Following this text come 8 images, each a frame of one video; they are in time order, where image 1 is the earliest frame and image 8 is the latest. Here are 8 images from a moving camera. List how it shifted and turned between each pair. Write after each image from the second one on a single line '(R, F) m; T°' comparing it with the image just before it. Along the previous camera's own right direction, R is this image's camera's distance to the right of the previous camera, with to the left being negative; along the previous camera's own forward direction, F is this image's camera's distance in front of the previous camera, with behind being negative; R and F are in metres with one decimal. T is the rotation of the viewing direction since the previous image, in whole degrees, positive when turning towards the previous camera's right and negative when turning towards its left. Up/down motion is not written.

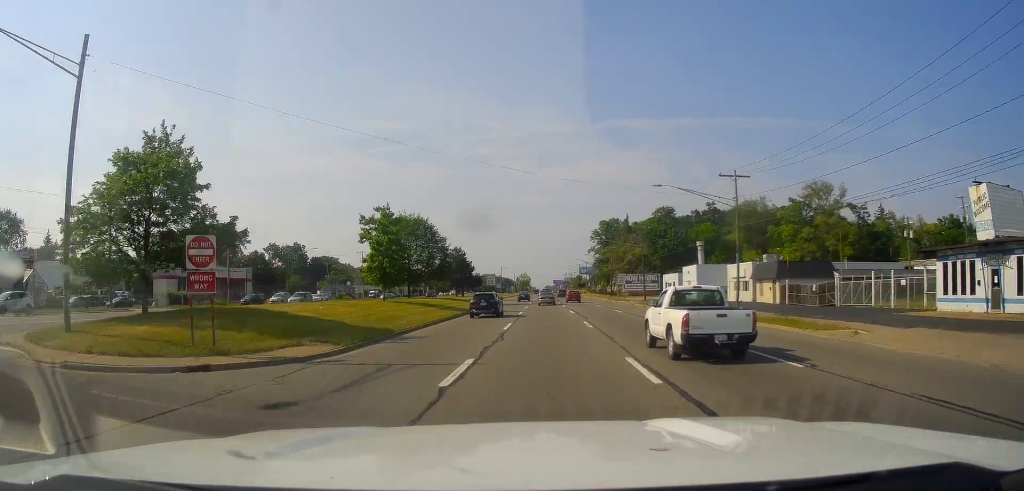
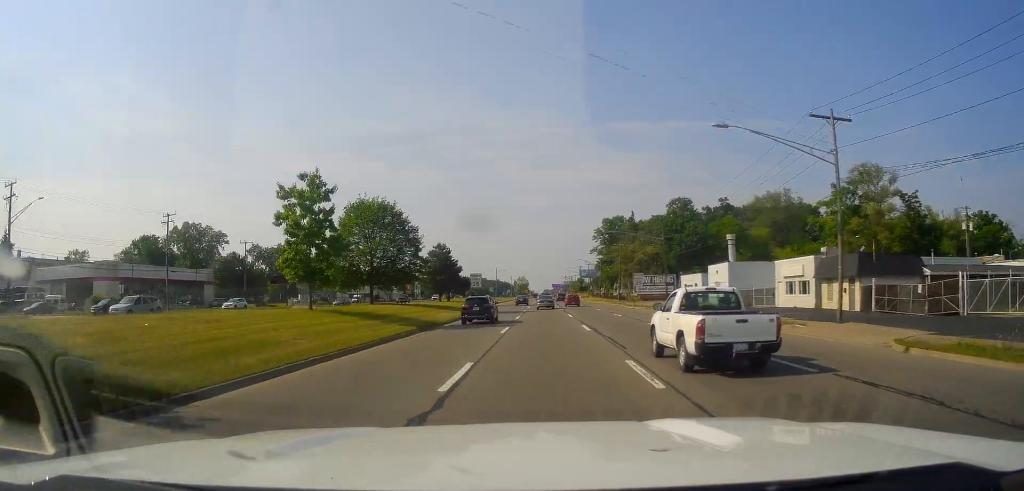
(+0.4, +15.6) m; +1°
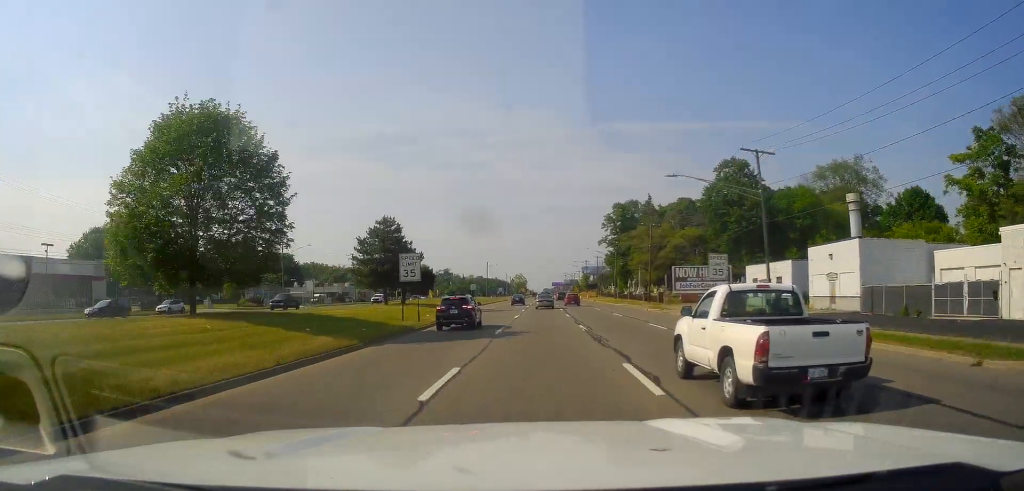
(-0.2, +31.3) m; 0°
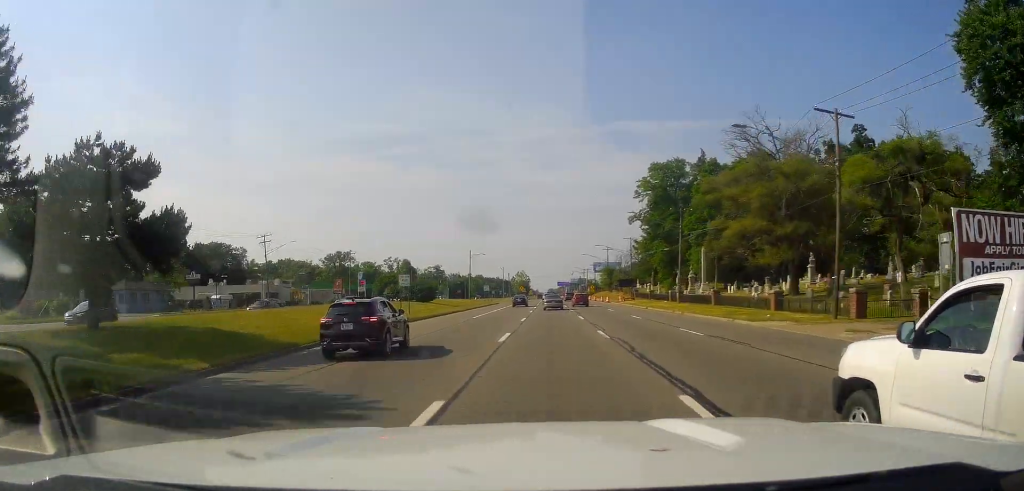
(-0.7, +50.1) m; -1°
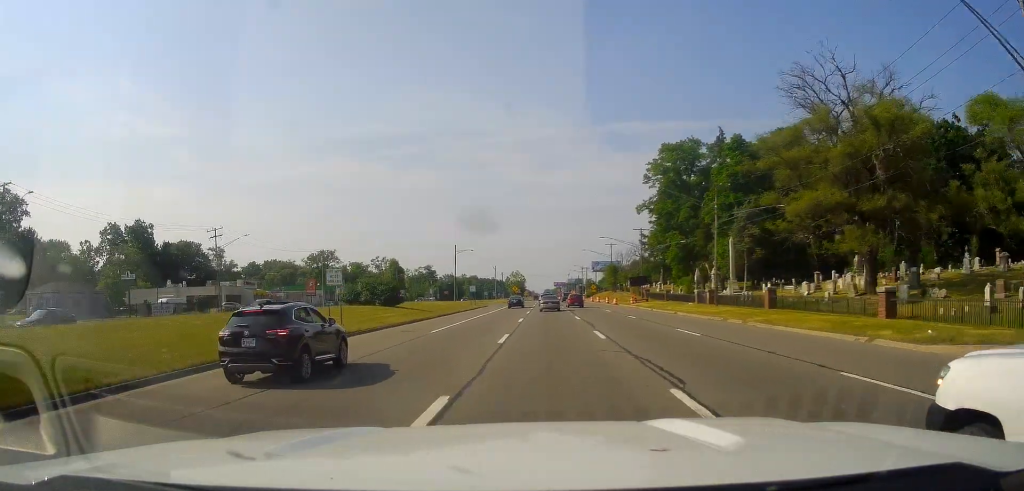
(+0.5, +14.9) m; 0°
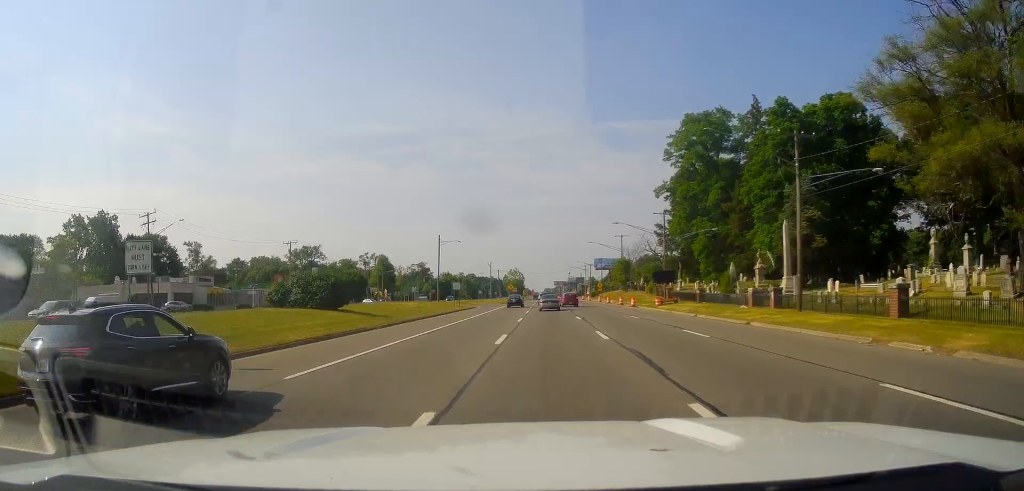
(-0.3, +16.6) m; 0°
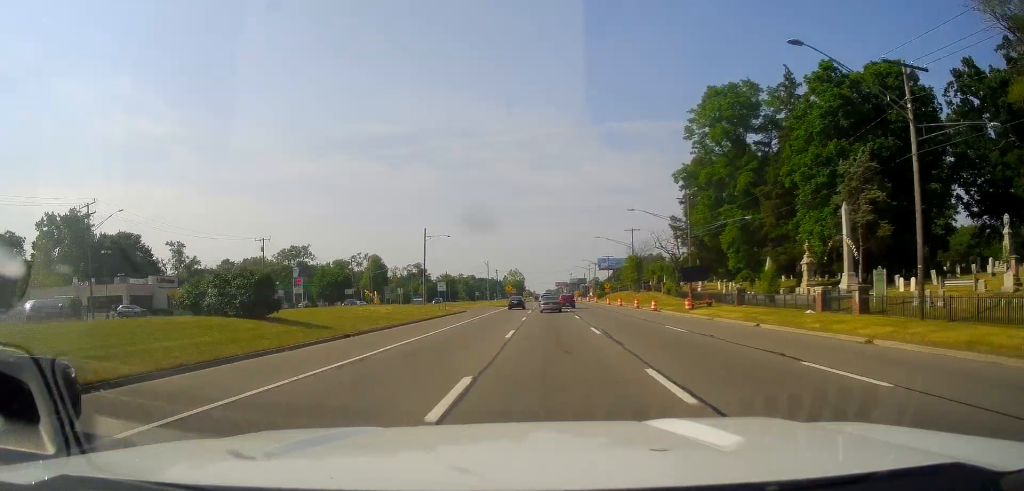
(-0.4, +11.6) m; 0°
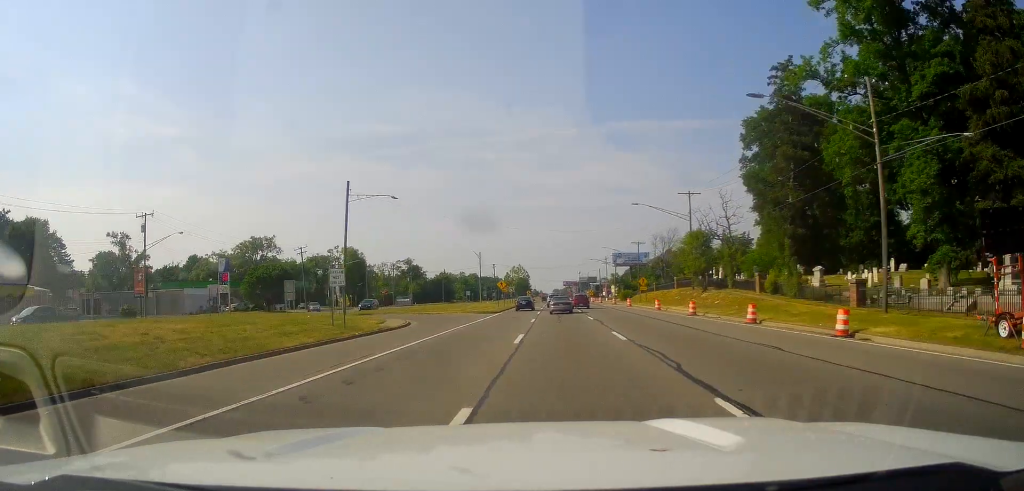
(+0.8, +33.9) m; 0°
